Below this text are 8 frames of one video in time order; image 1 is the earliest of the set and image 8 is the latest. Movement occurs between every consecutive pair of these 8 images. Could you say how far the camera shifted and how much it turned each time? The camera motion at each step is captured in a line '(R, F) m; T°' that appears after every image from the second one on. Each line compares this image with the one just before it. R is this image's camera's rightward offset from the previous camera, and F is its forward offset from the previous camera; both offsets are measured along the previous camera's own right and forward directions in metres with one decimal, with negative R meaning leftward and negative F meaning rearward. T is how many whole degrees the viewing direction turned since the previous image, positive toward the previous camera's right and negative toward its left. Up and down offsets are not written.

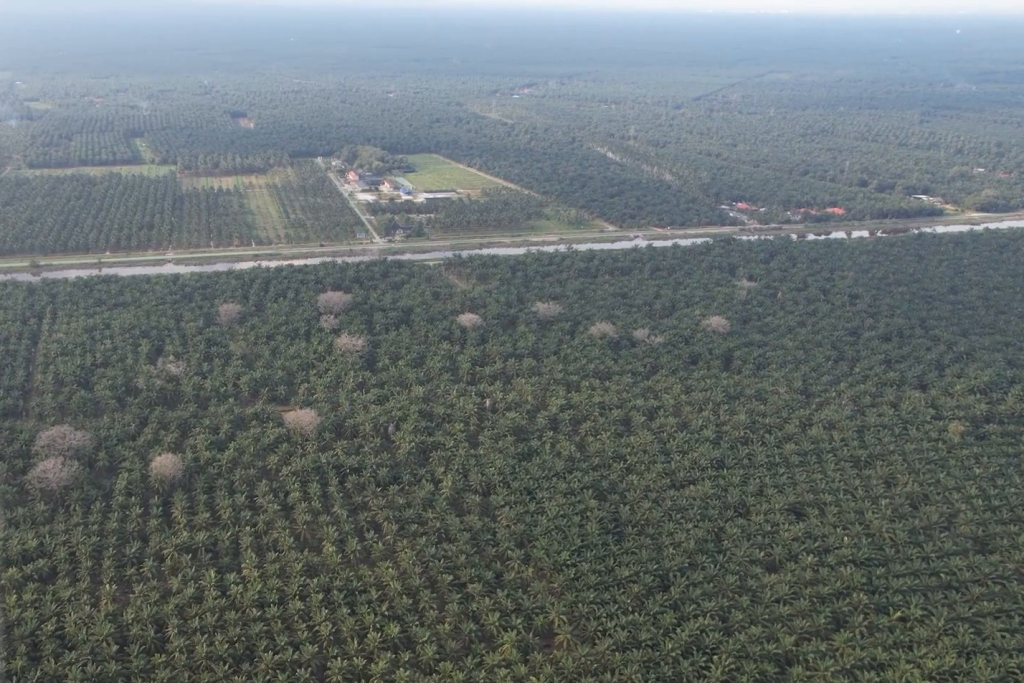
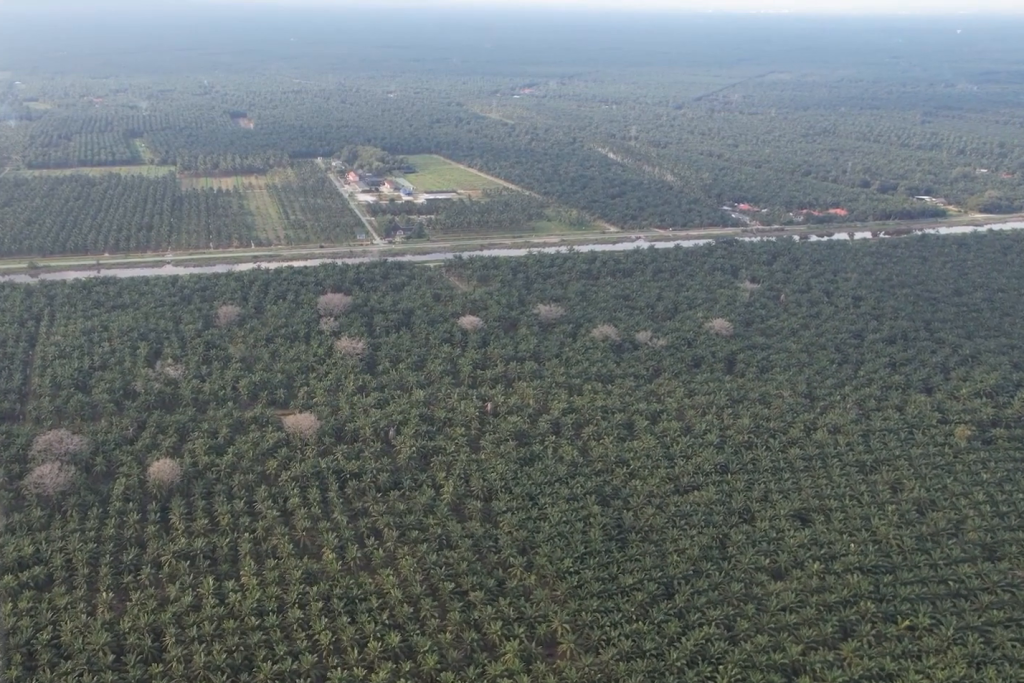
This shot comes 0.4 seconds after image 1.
(0.0, +5.4) m; 0°
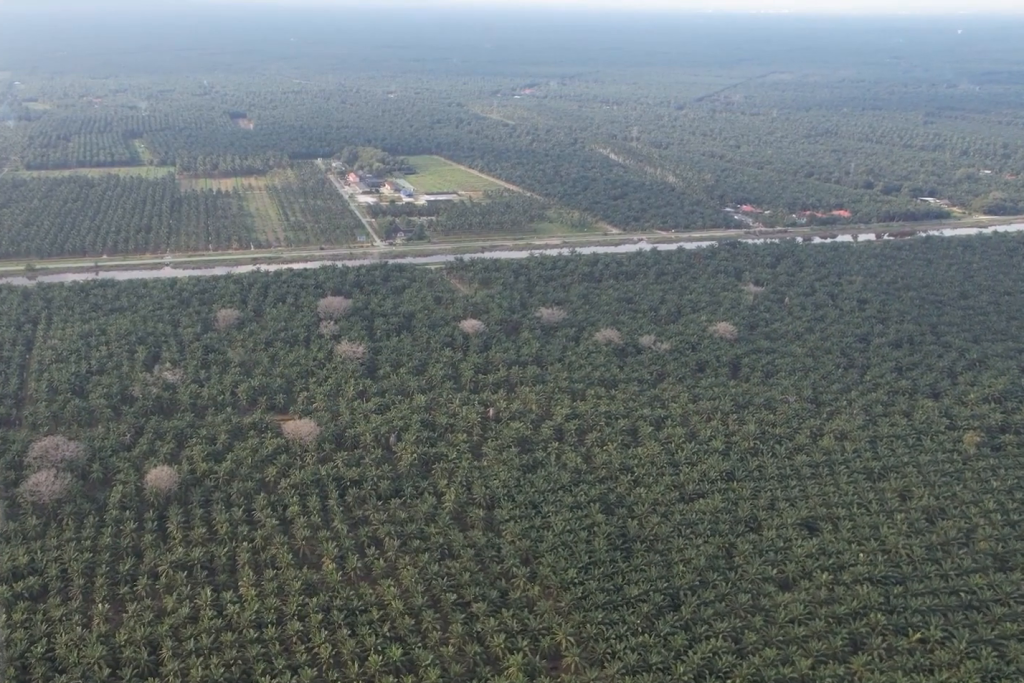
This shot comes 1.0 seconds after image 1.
(0.0, +7.0) m; 0°
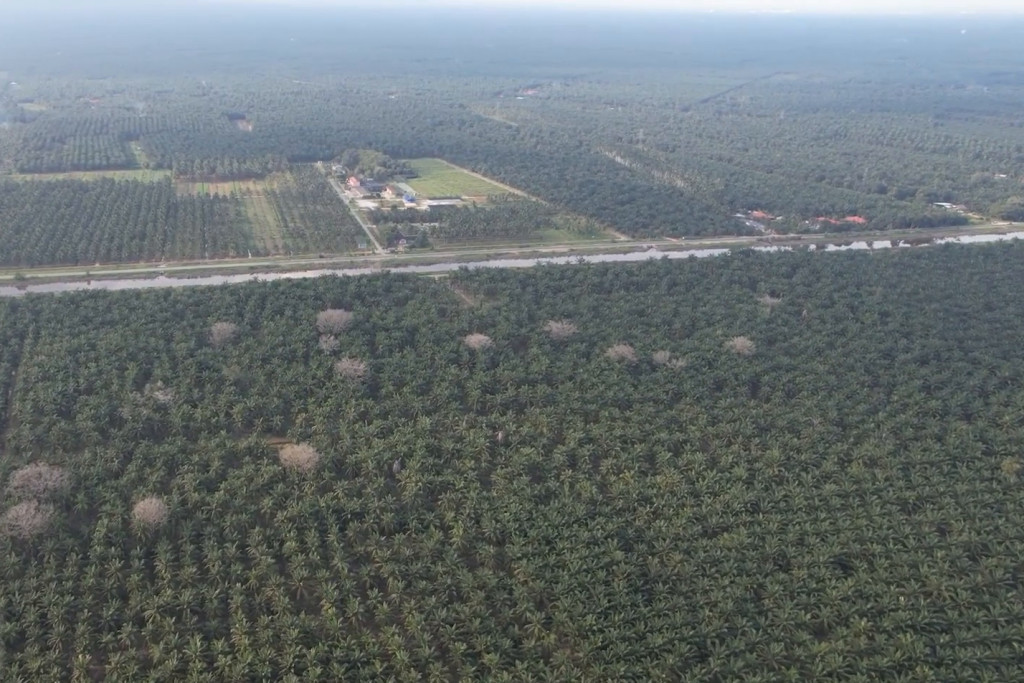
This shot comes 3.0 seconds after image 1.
(0.0, +26.8) m; 0°
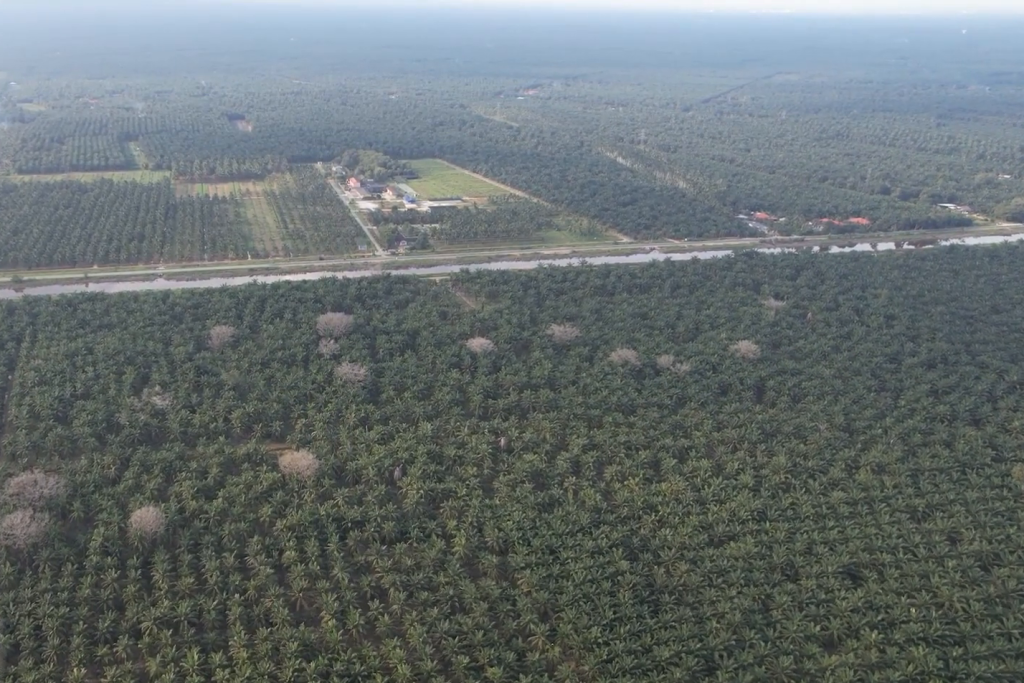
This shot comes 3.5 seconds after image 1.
(0.0, +6.9) m; 0°
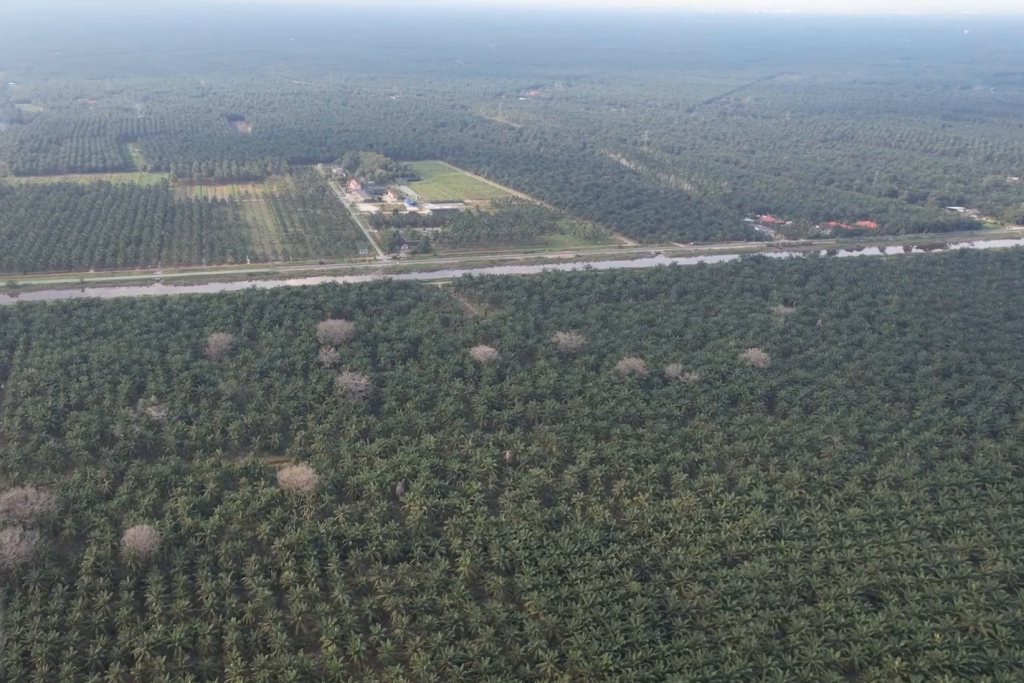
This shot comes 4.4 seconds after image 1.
(0.0, +13.5) m; 0°
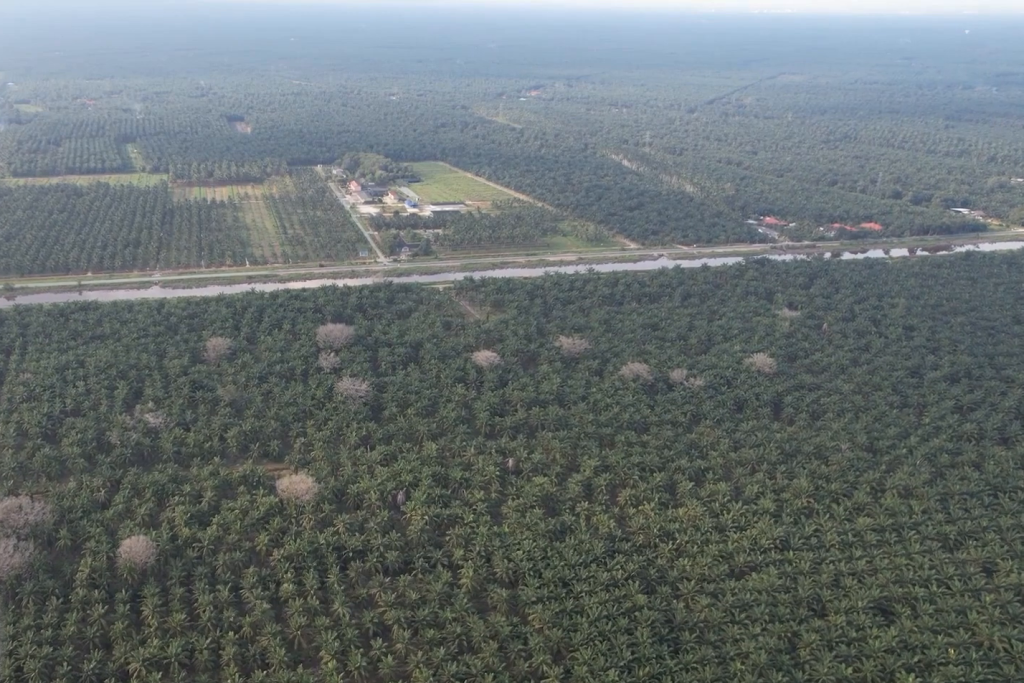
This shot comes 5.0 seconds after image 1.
(0.0, +7.7) m; 0°
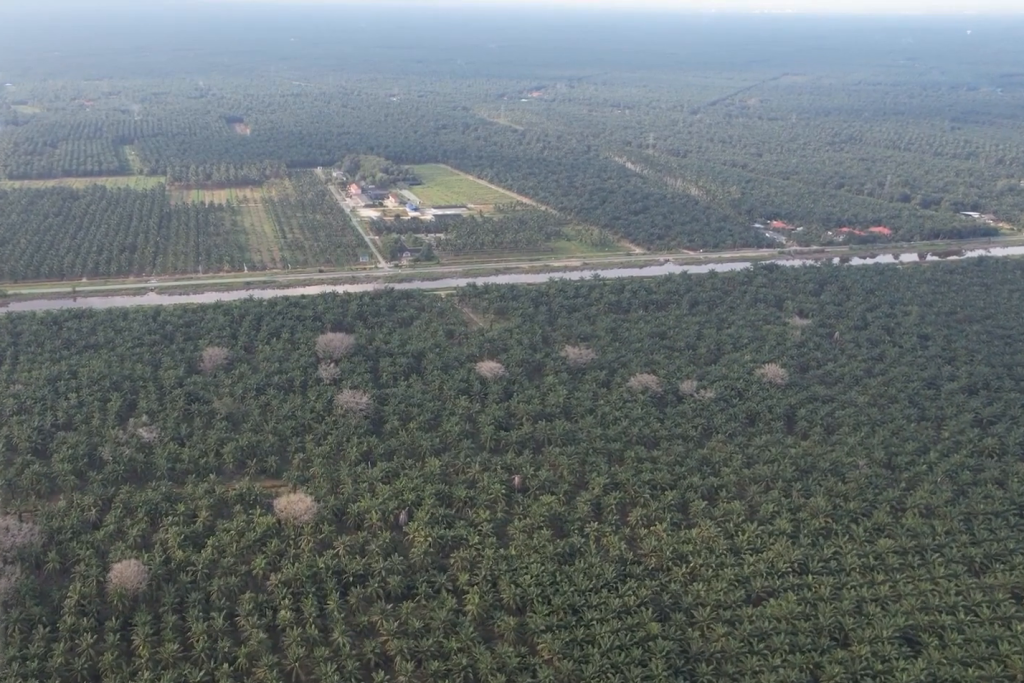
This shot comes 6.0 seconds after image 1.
(0.0, +15.5) m; 0°
